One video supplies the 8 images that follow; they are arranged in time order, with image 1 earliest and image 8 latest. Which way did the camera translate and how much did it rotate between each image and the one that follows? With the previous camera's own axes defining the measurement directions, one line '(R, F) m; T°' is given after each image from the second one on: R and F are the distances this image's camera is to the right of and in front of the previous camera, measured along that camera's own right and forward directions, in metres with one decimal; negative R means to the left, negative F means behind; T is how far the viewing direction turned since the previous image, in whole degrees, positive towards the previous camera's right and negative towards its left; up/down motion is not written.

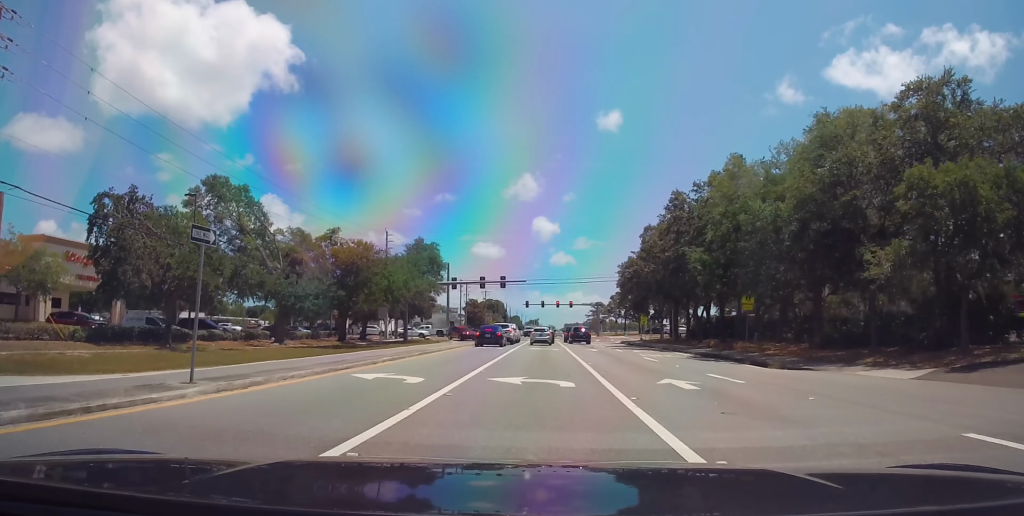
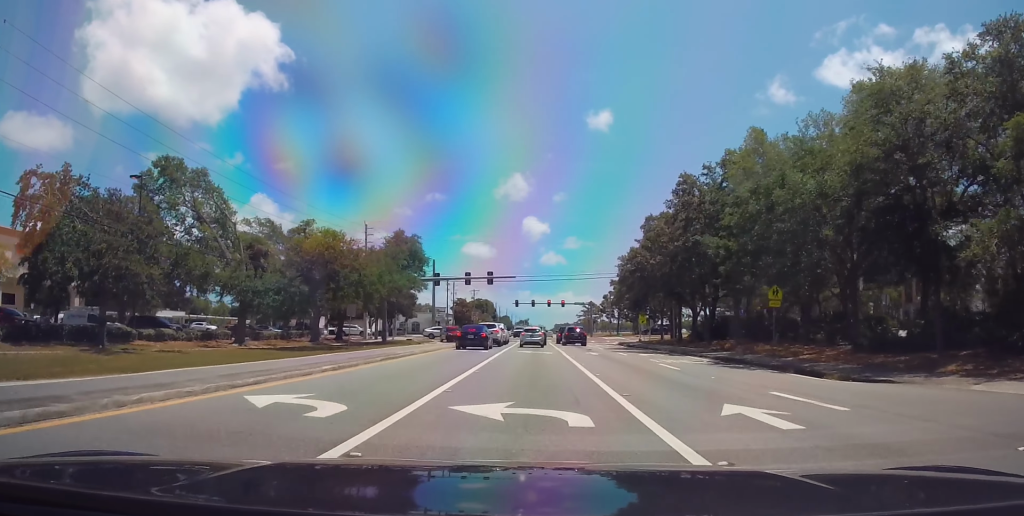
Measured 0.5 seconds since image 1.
(-0.2, +5.5) m; 0°
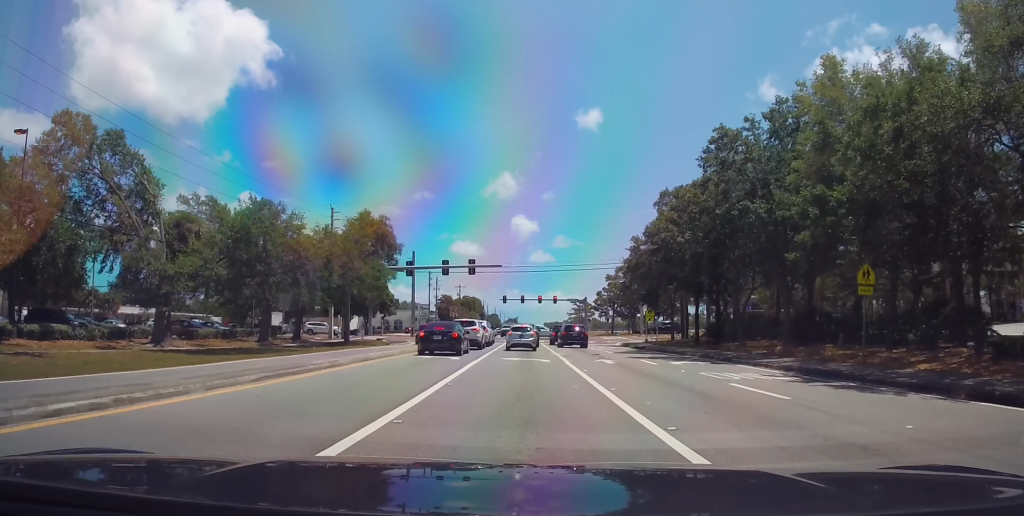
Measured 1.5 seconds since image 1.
(-0.1, +9.9) m; +1°
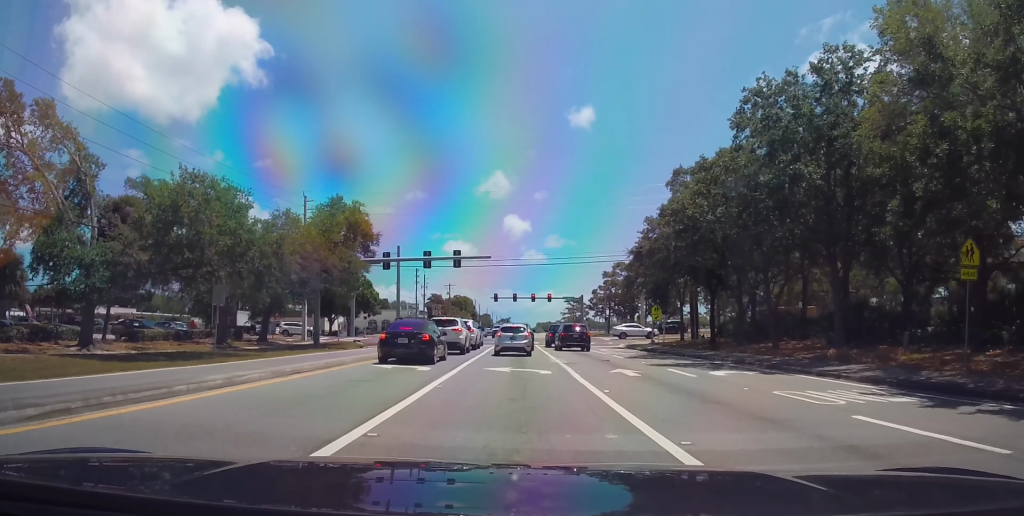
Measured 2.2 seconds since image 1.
(+0.2, +6.5) m; +2°
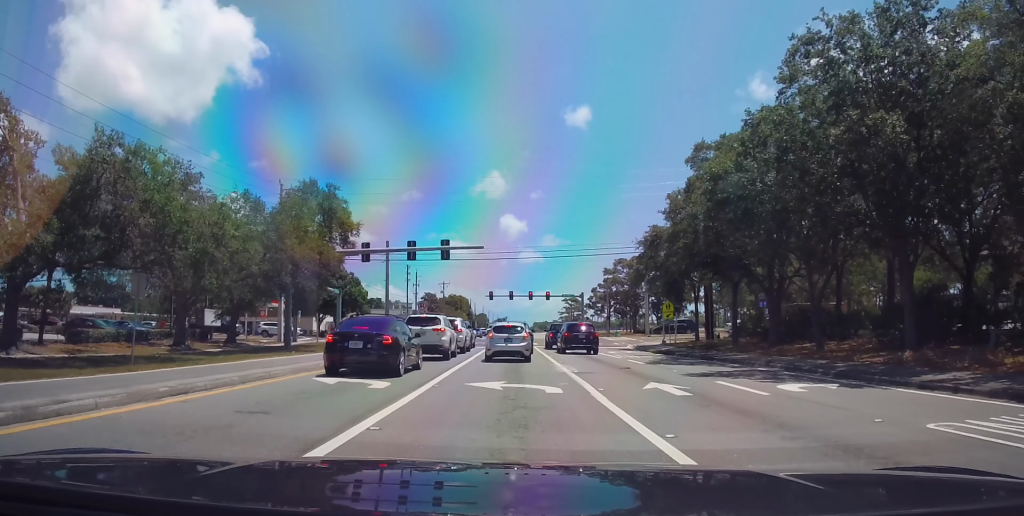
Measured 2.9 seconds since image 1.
(0.0, +5.6) m; 0°
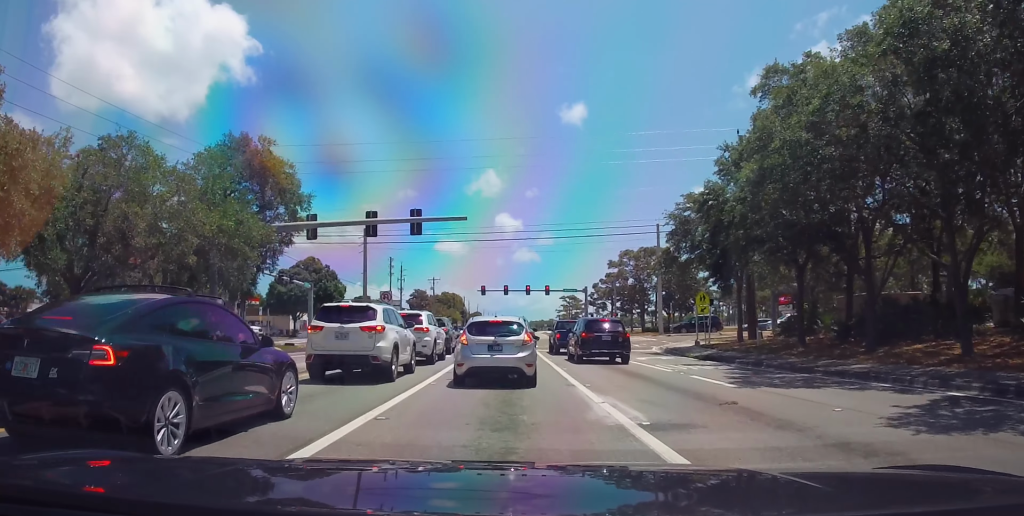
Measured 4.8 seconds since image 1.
(0.0, +11.4) m; 0°
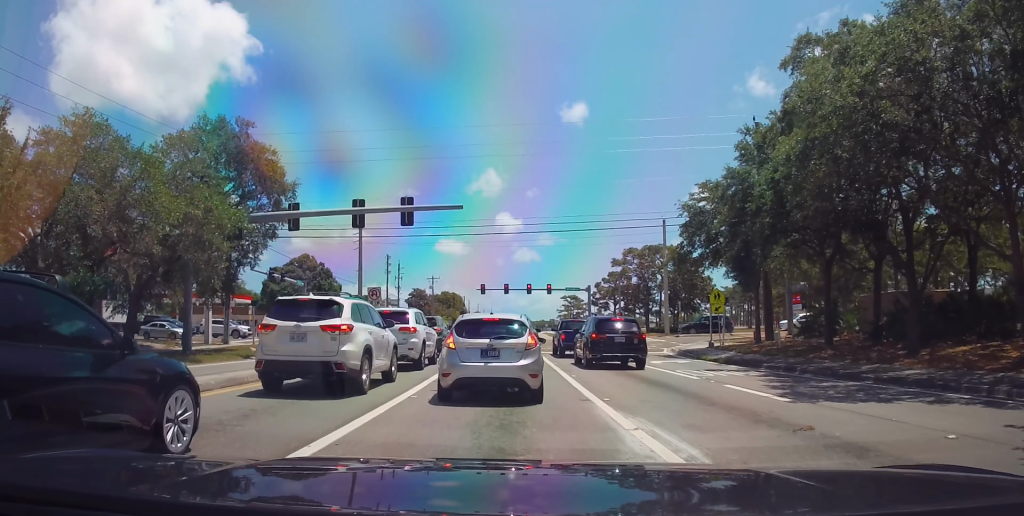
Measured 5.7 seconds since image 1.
(0.0, +3.6) m; 0°
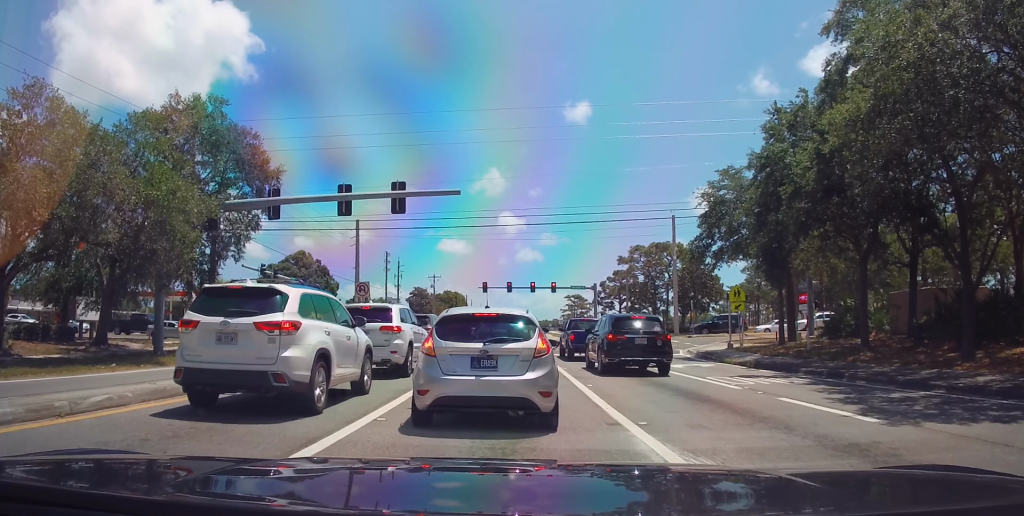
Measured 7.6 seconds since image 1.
(0.0, +5.7) m; 0°
